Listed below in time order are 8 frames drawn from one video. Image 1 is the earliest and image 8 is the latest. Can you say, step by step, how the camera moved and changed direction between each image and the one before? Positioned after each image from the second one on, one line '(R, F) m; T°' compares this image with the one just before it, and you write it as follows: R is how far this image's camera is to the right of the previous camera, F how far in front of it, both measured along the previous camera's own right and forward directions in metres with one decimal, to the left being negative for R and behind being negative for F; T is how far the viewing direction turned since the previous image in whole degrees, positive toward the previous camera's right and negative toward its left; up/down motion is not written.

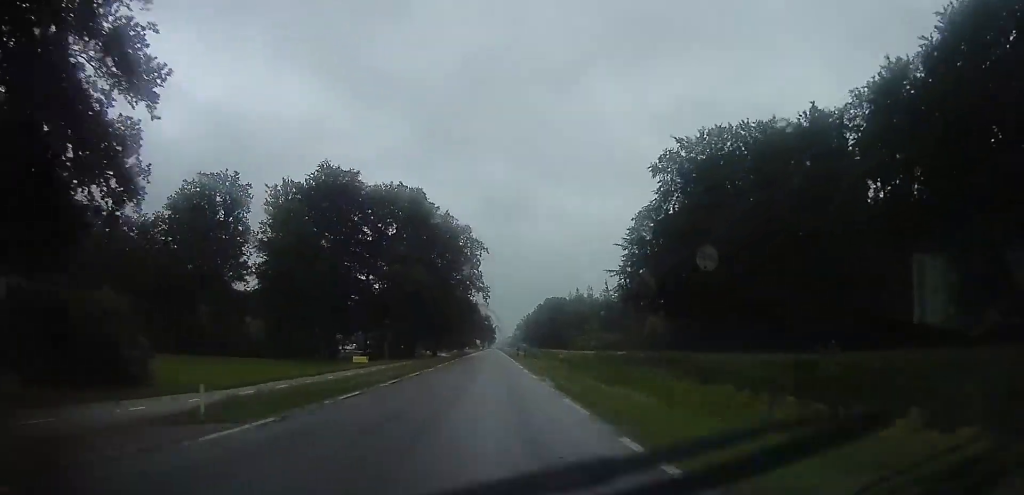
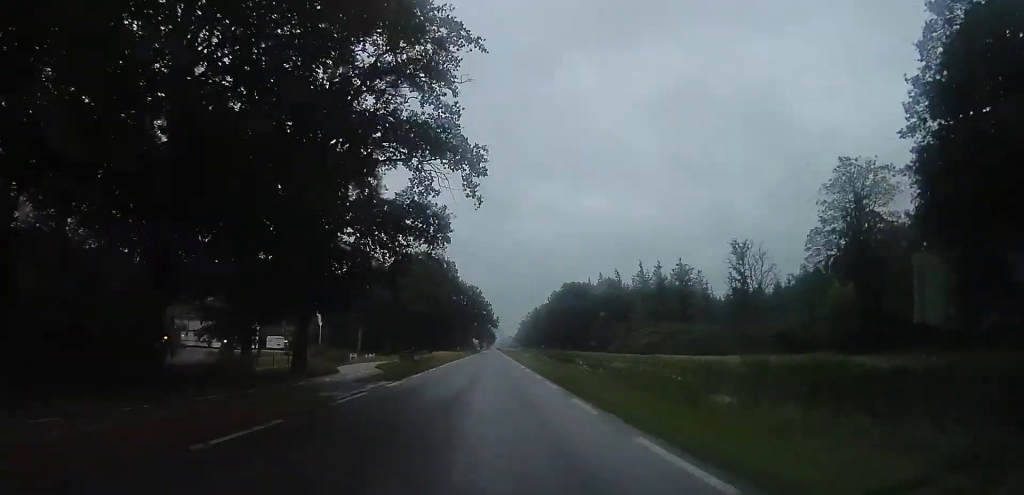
(0.0, +60.5) m; +2°
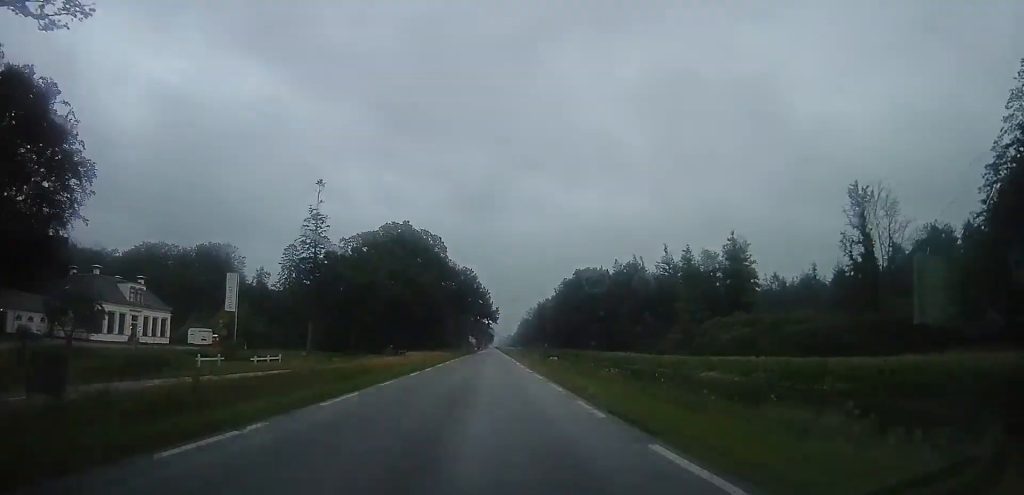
(+1.2, +31.1) m; +1°
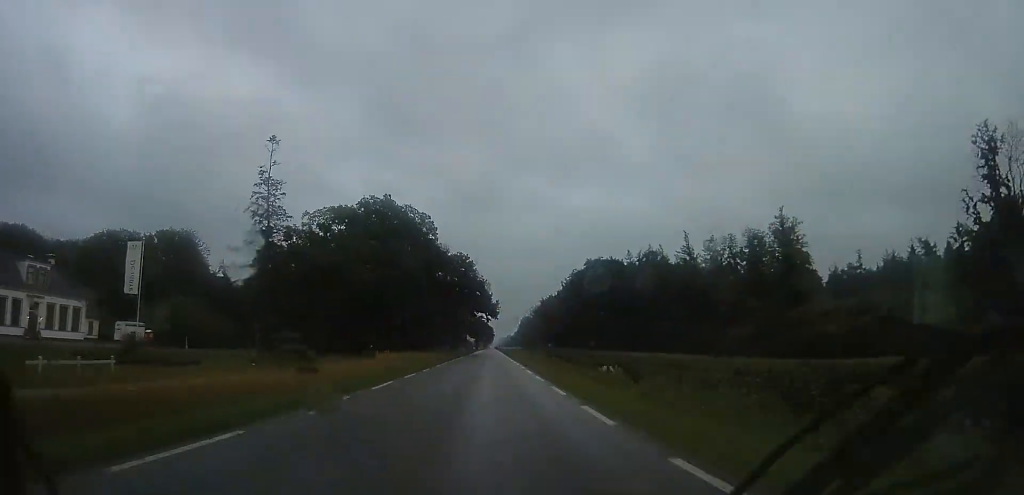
(-0.5, +19.1) m; -2°
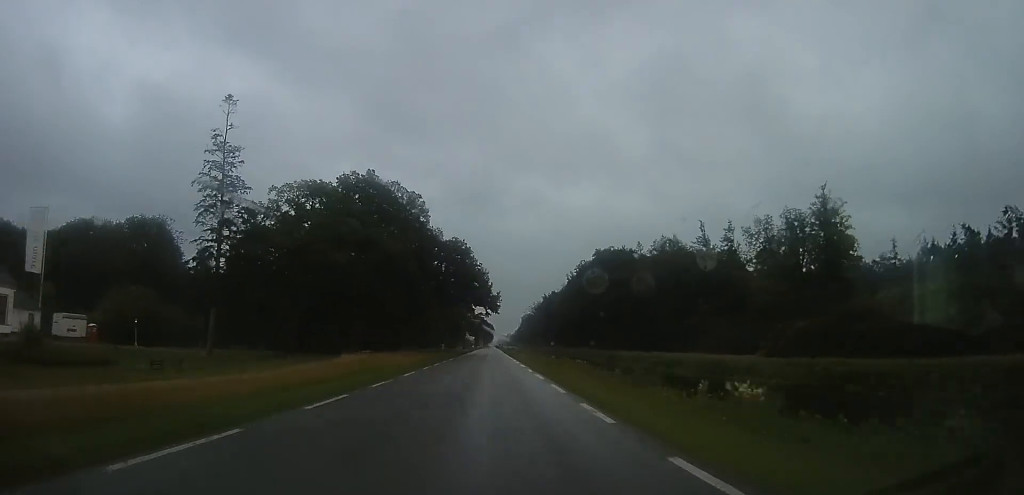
(-0.2, +12.1) m; -1°
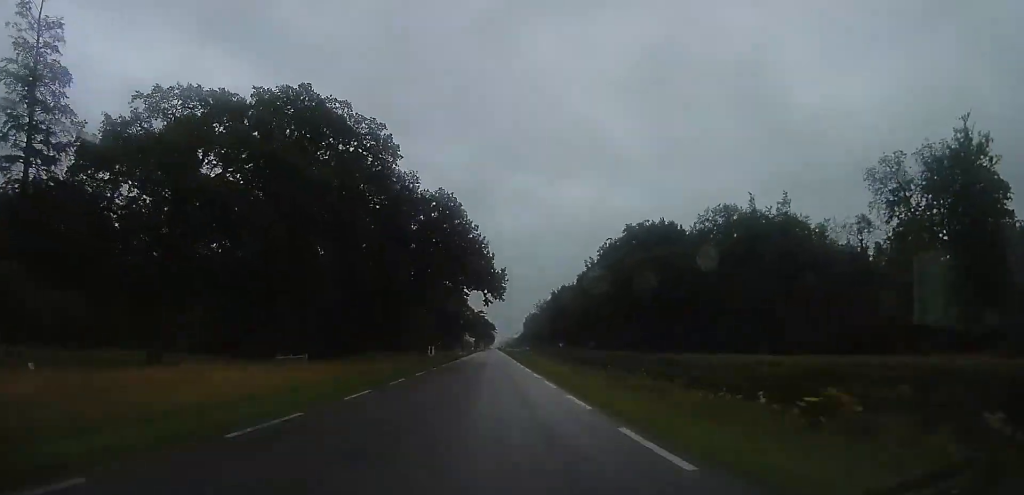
(0.0, +27.7) m; 0°
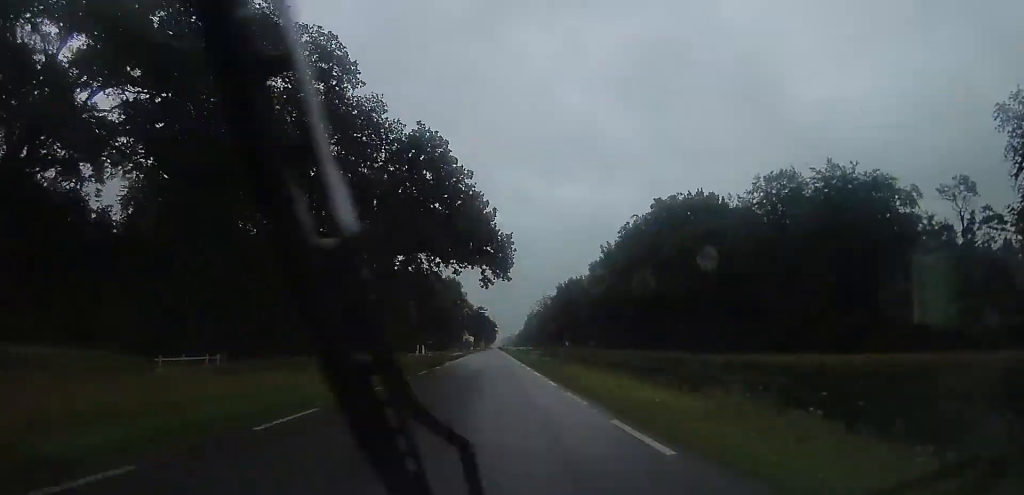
(0.0, +17.4) m; -1°
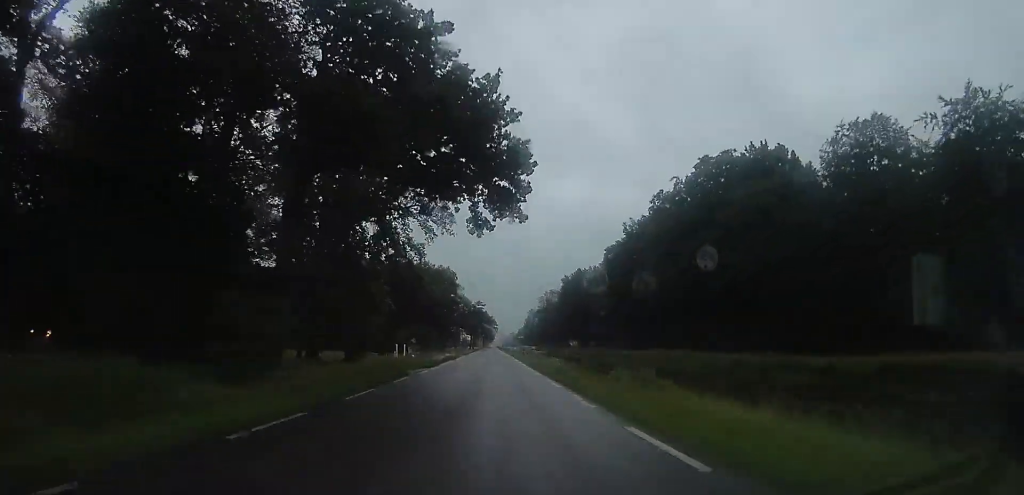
(-0.2, +19.2) m; +1°
